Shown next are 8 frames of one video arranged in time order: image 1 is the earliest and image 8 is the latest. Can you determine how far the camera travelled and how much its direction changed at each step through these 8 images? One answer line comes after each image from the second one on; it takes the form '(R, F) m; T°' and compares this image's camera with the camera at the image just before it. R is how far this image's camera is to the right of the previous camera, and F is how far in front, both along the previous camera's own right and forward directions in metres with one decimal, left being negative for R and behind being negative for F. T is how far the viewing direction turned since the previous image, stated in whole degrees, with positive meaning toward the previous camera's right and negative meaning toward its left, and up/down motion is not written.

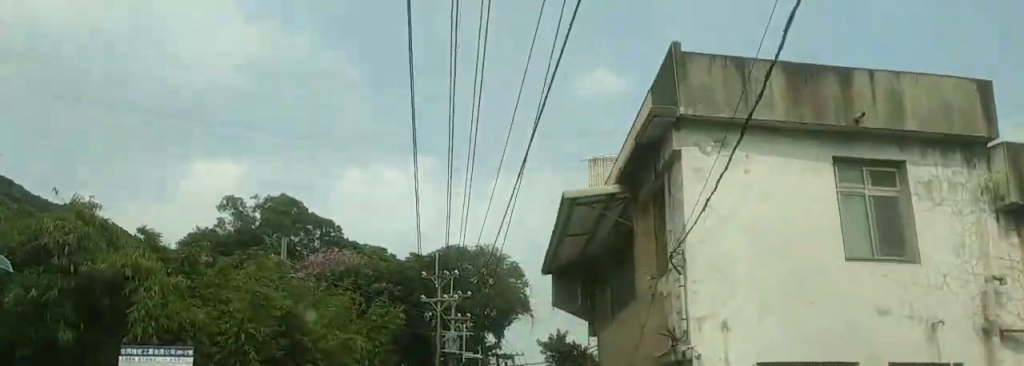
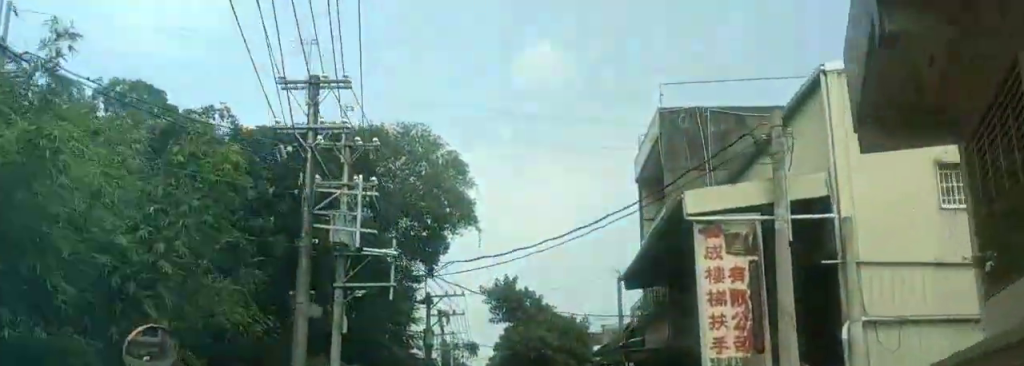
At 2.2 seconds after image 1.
(0.0, +19.2) m; 0°
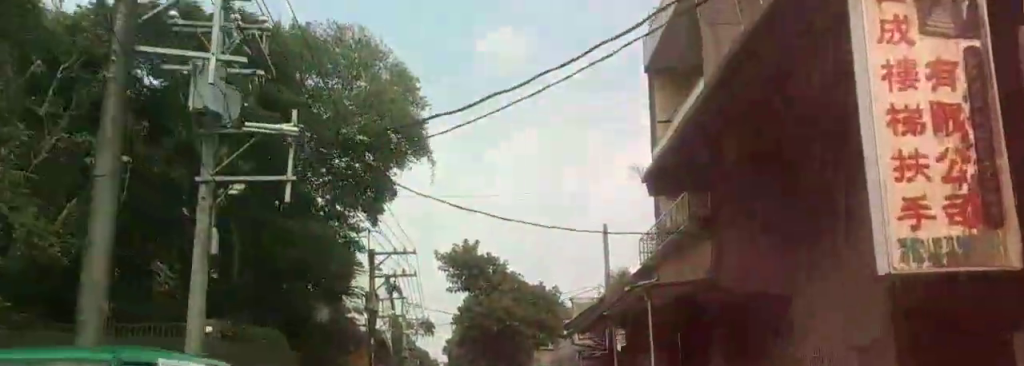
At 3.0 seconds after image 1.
(0.0, +8.0) m; +2°
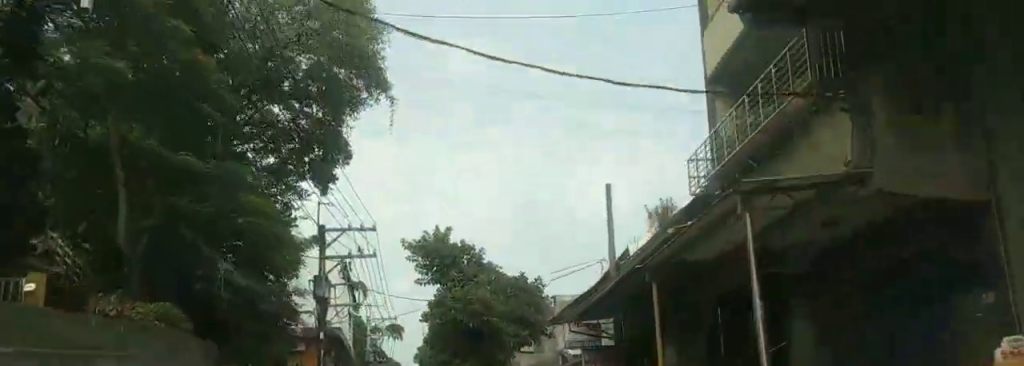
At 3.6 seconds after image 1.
(0.0, +6.3) m; +2°
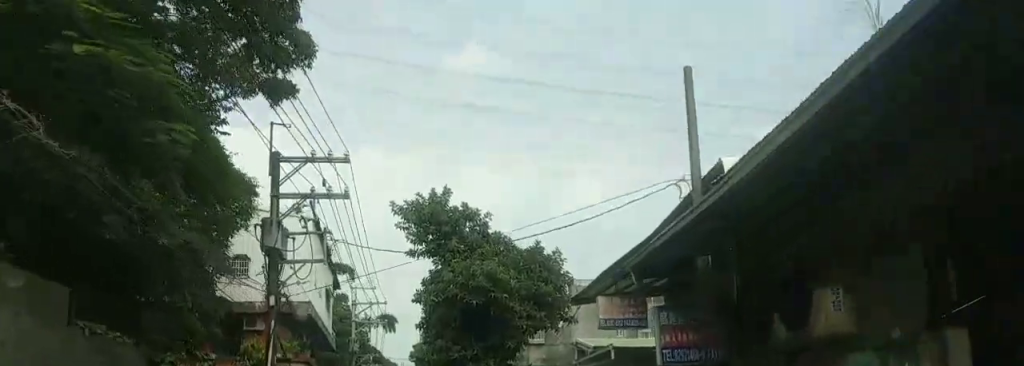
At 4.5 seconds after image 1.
(+0.5, +9.1) m; +1°
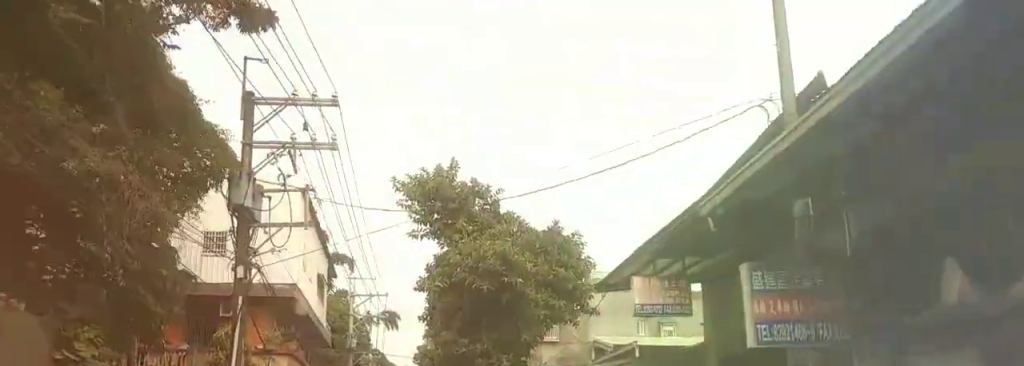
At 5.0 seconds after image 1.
(-0.2, +4.8) m; -1°
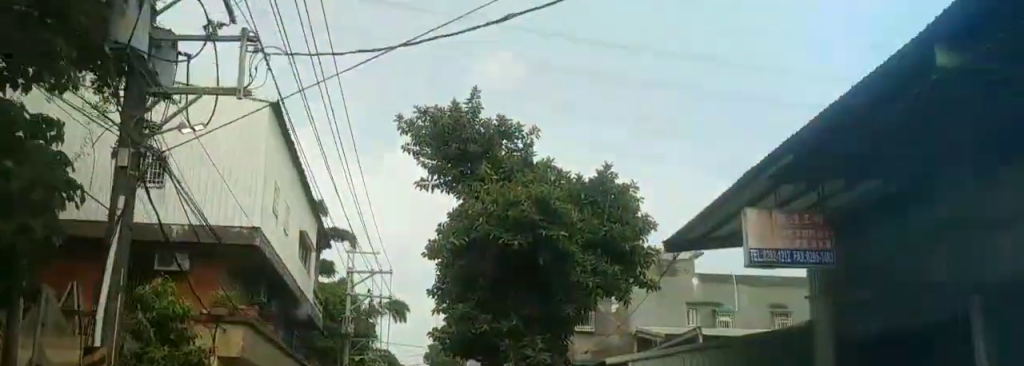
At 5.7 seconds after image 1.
(-0.2, +8.4) m; -1°
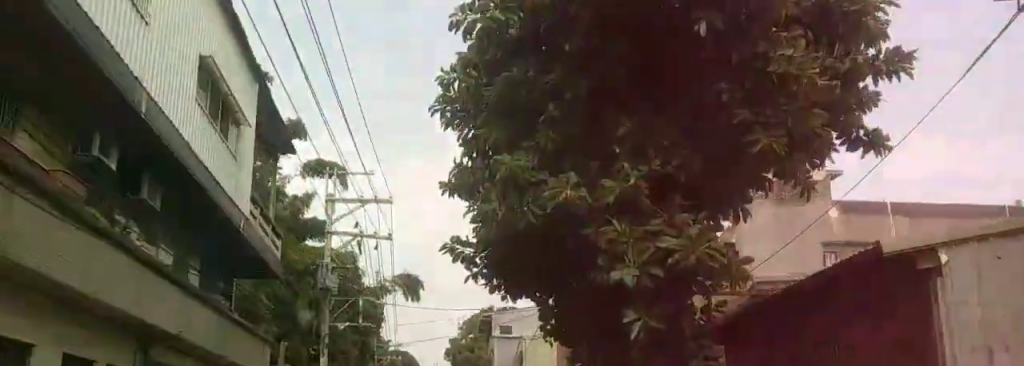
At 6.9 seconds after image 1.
(+0.1, +14.1) m; -2°
